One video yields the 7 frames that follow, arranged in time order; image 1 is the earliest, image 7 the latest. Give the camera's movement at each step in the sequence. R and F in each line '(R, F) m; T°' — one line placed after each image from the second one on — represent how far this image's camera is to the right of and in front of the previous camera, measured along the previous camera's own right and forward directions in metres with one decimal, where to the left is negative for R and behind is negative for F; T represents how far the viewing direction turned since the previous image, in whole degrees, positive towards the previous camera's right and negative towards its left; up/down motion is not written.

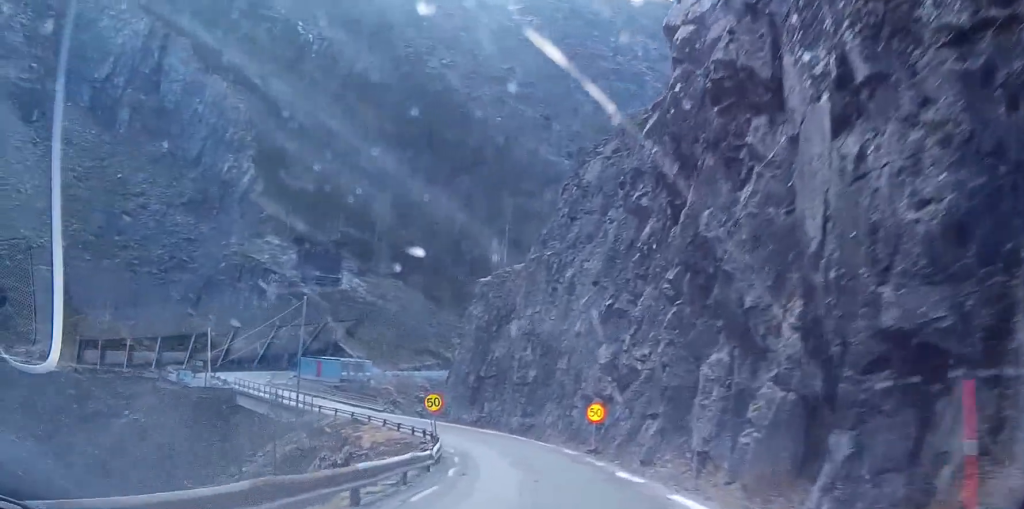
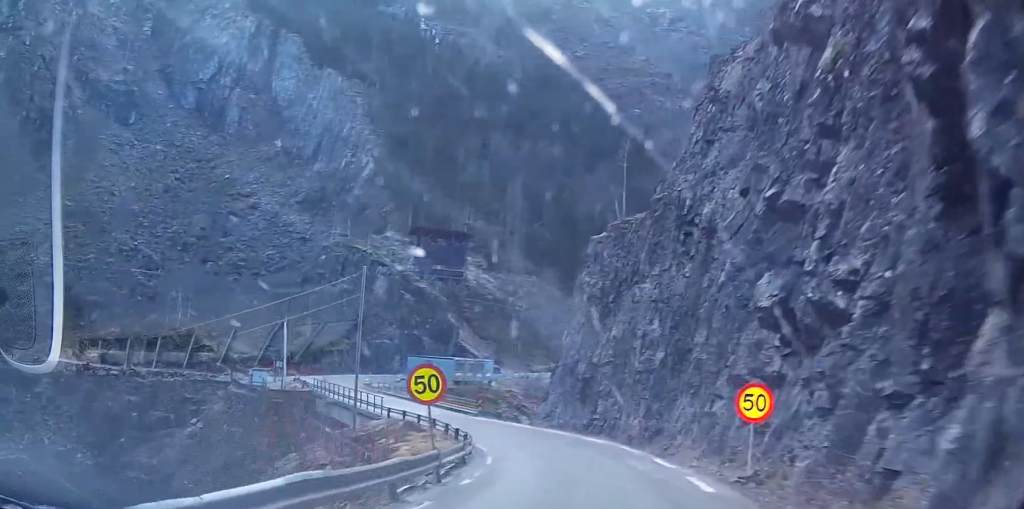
(-2.4, +15.0) m; -16°
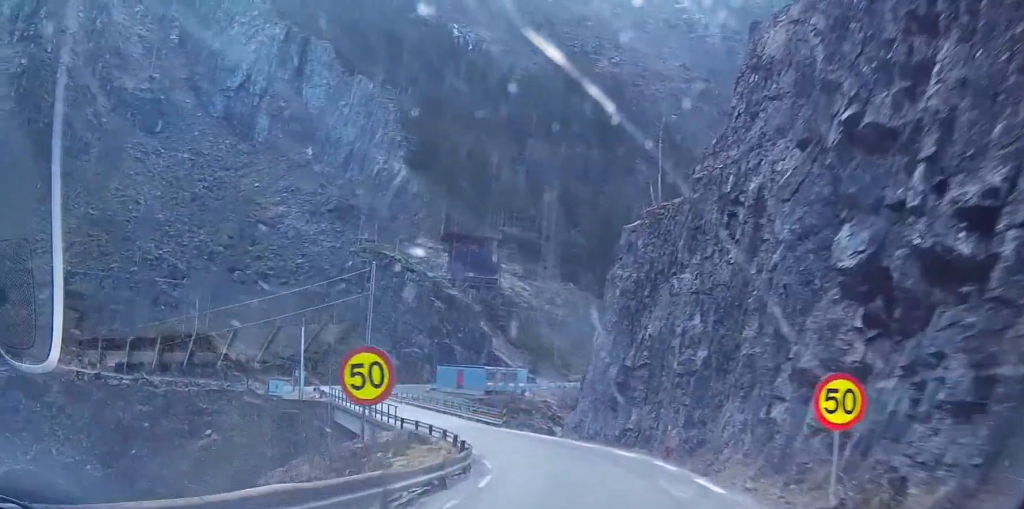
(-0.4, +5.2) m; -3°
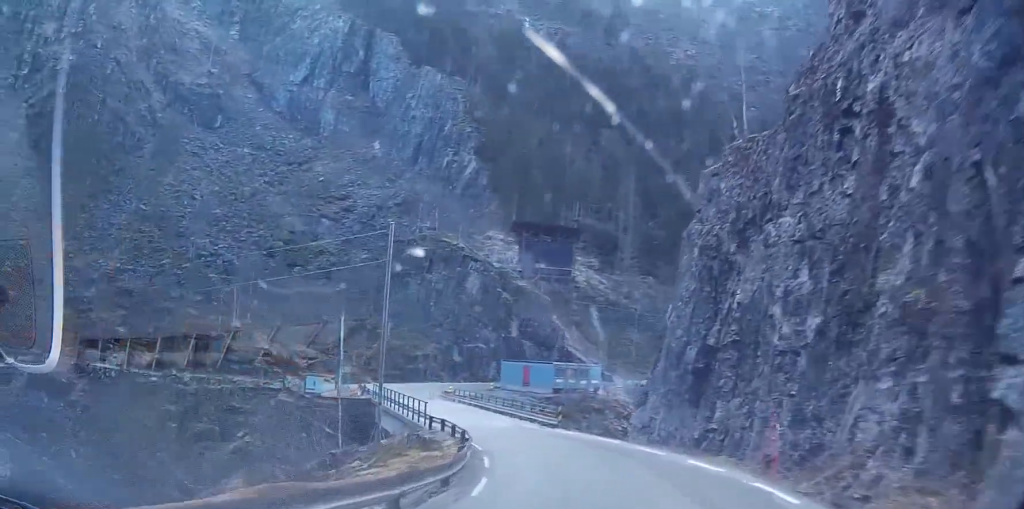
(-0.4, +10.0) m; -2°
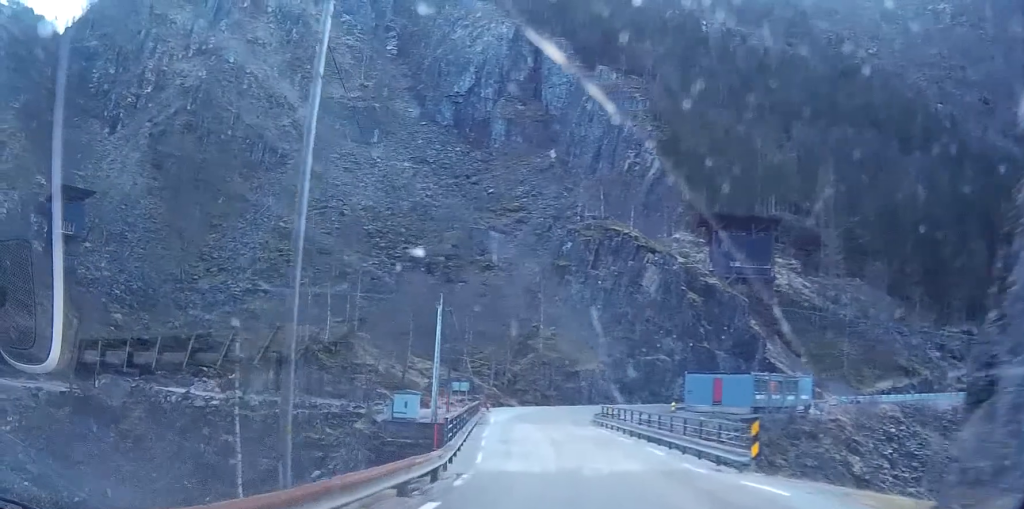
(-0.3, +26.4) m; -11°
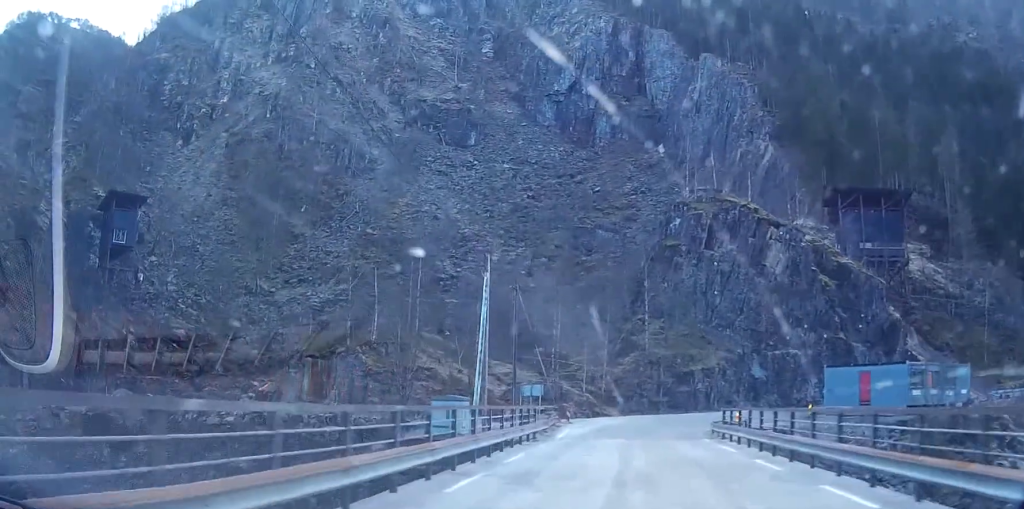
(-5.0, +17.2) m; -21°
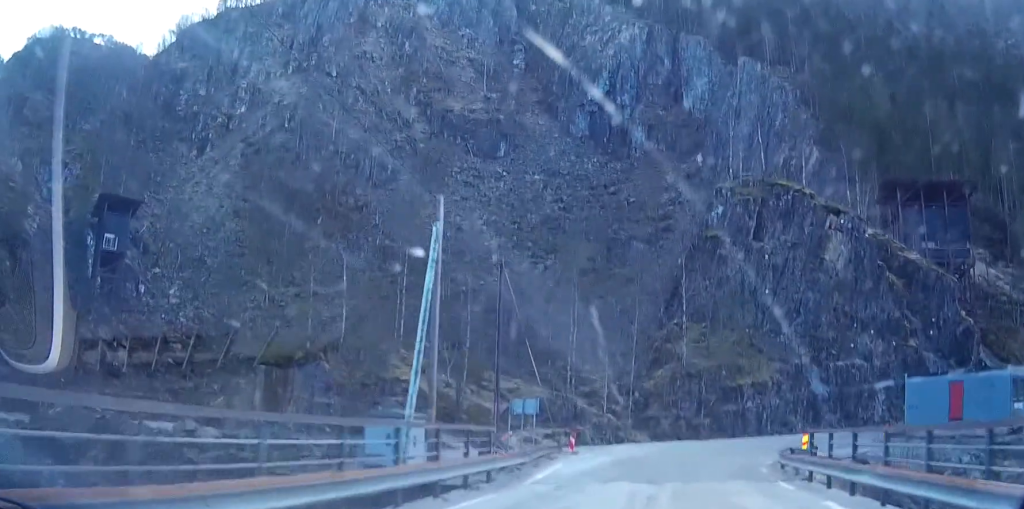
(+1.2, +14.6) m; +8°
